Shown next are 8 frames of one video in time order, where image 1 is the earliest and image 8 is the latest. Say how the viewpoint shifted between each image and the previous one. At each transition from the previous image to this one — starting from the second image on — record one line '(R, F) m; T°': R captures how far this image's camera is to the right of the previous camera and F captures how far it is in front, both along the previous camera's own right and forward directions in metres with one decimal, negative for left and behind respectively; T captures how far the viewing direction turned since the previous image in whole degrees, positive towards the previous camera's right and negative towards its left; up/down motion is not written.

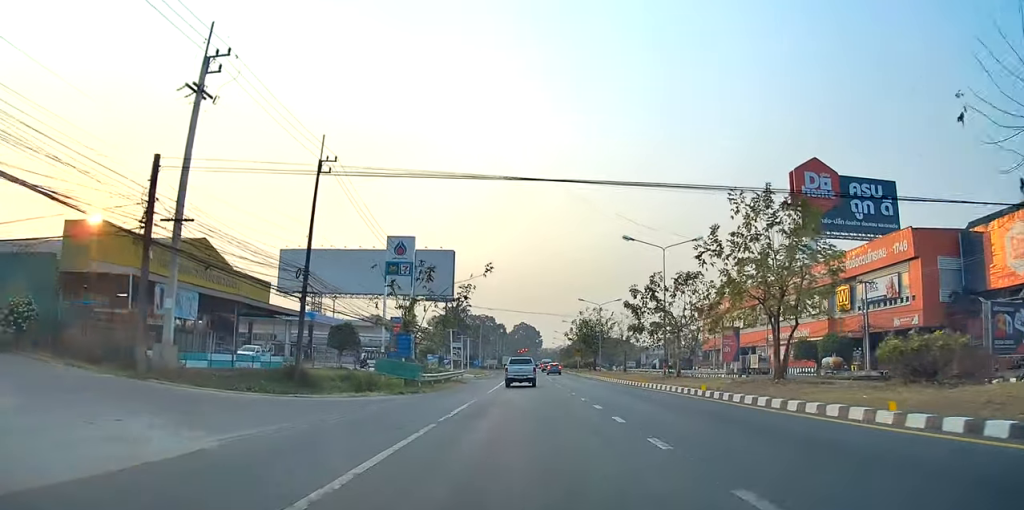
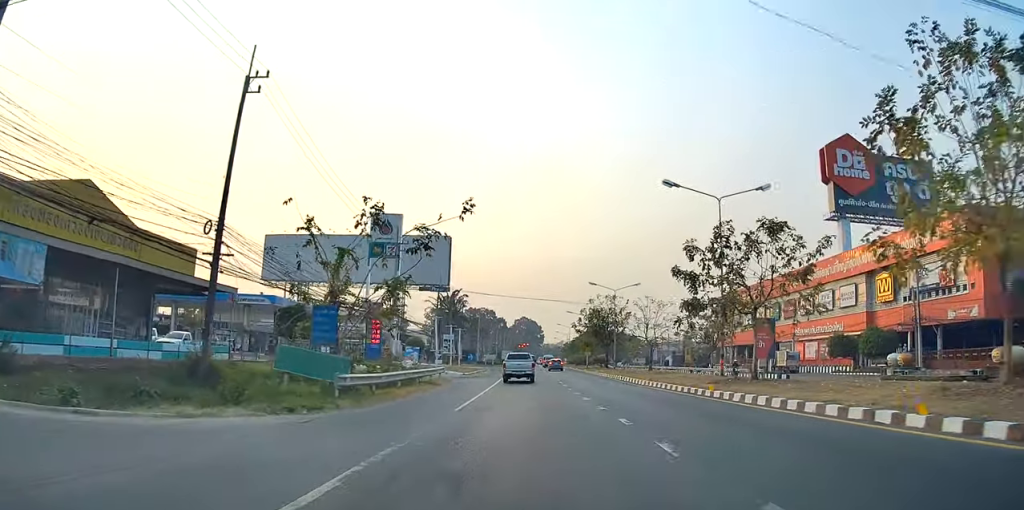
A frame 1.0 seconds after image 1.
(-0.5, +13.3) m; -2°
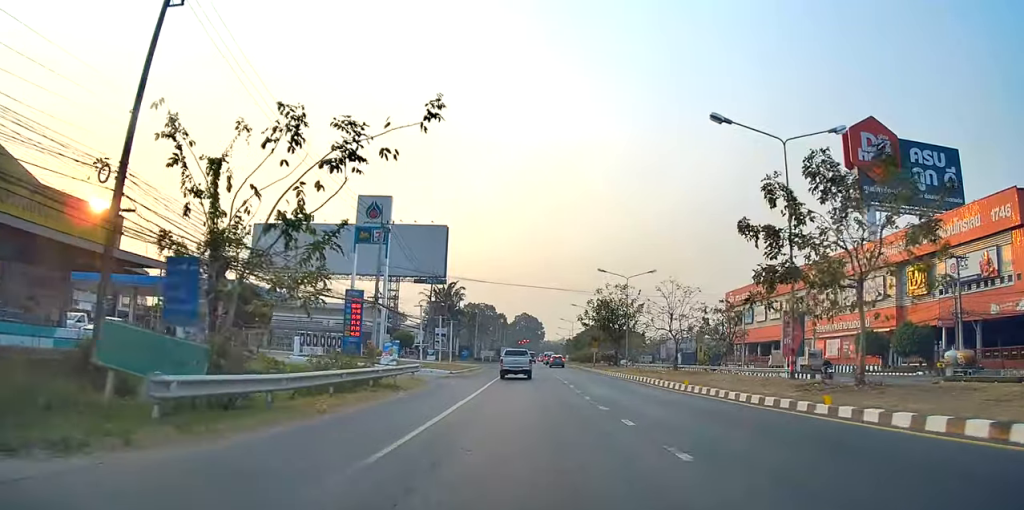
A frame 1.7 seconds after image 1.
(0.0, +8.4) m; 0°
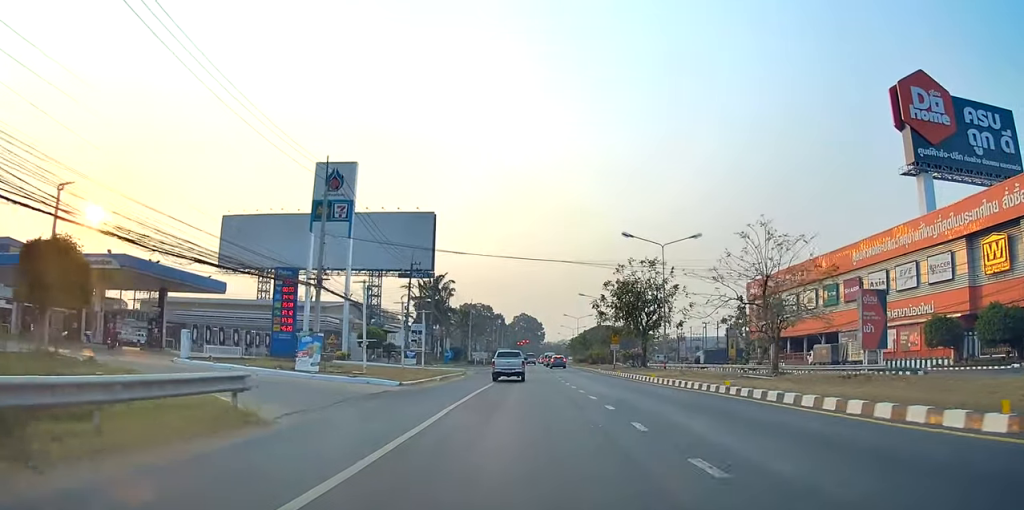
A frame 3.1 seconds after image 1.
(0.0, +16.9) m; 0°
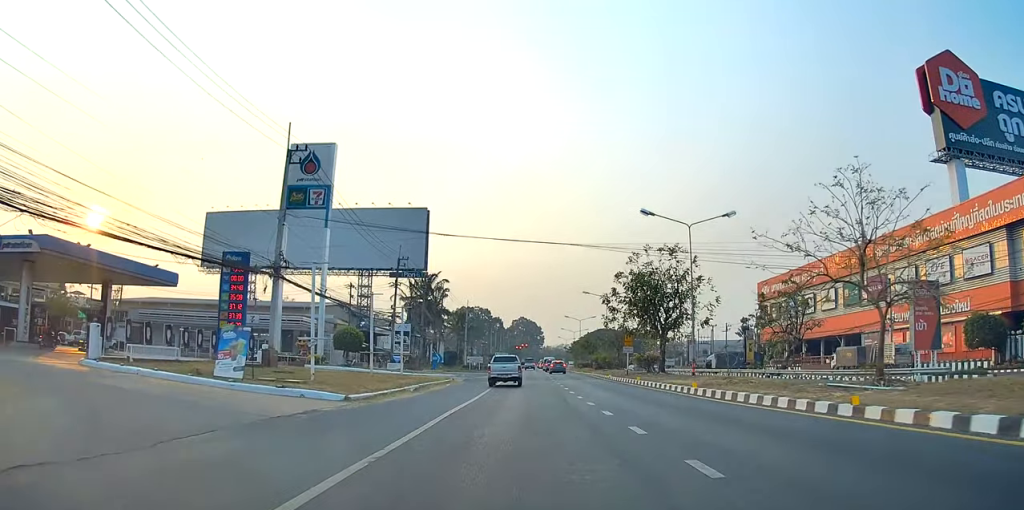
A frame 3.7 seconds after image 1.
(0.0, +7.6) m; 0°
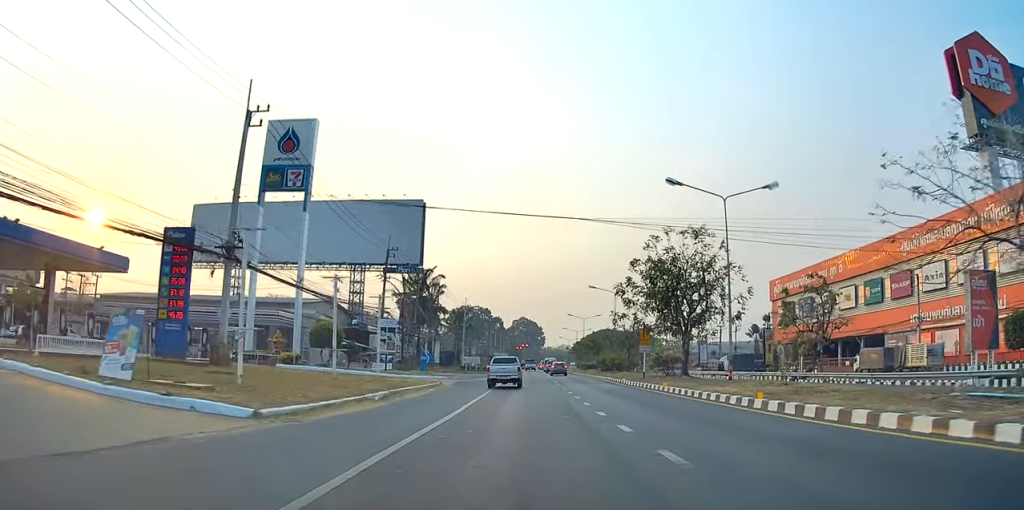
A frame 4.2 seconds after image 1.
(0.0, +6.6) m; 0°
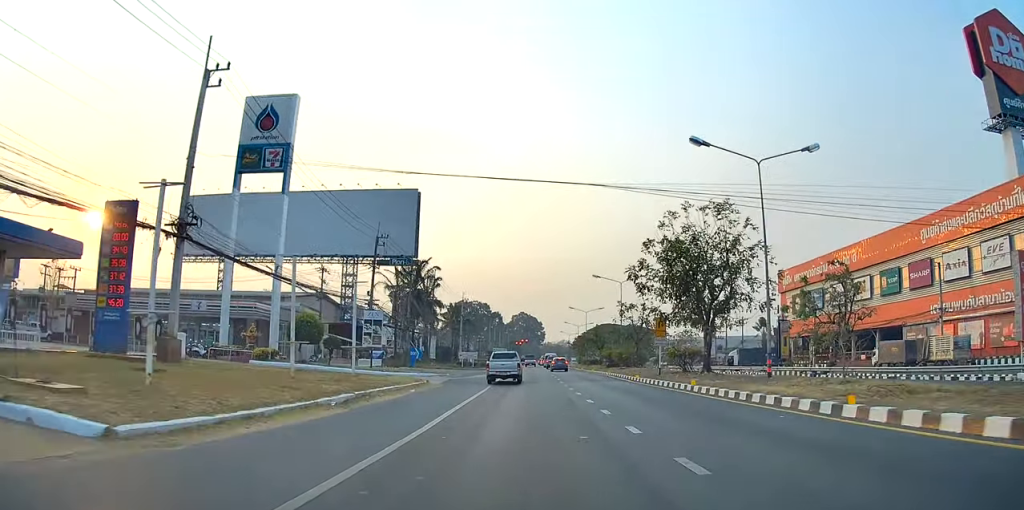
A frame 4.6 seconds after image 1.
(0.0, +5.1) m; +1°
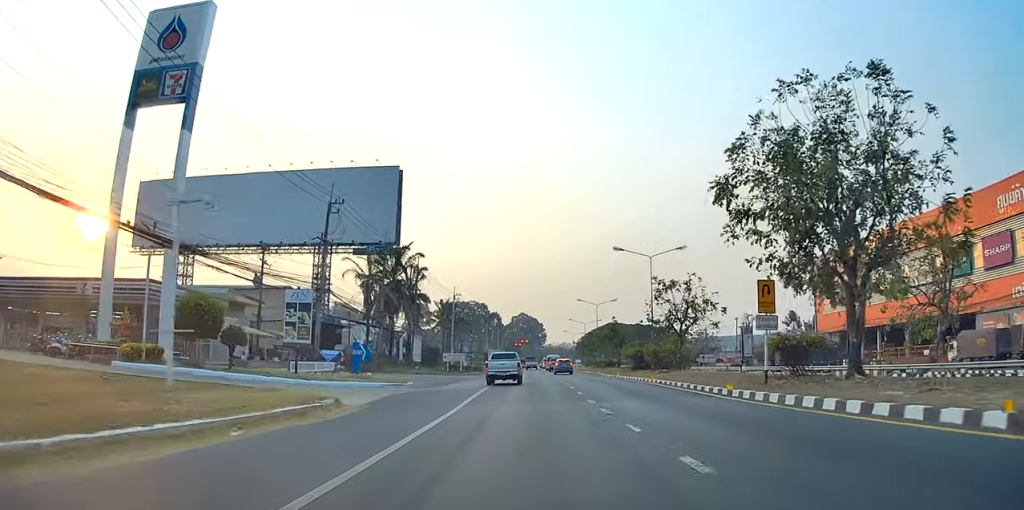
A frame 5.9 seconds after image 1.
(+0.5, +15.7) m; 0°
